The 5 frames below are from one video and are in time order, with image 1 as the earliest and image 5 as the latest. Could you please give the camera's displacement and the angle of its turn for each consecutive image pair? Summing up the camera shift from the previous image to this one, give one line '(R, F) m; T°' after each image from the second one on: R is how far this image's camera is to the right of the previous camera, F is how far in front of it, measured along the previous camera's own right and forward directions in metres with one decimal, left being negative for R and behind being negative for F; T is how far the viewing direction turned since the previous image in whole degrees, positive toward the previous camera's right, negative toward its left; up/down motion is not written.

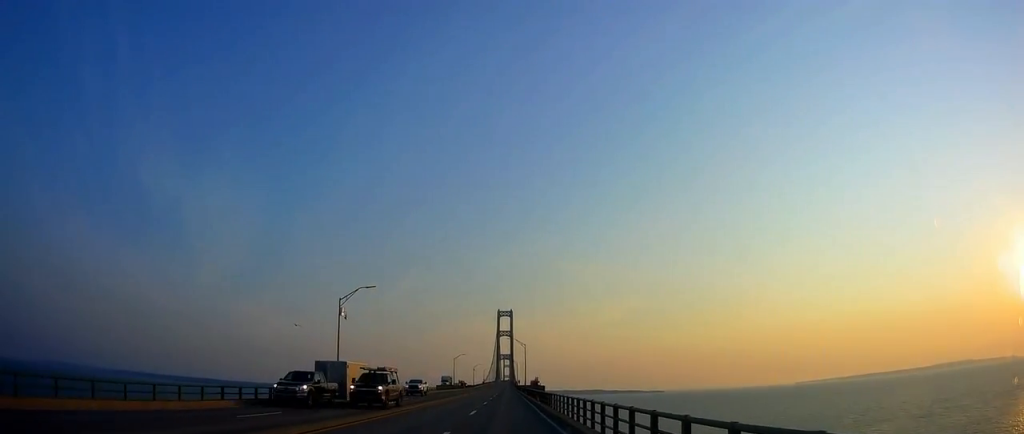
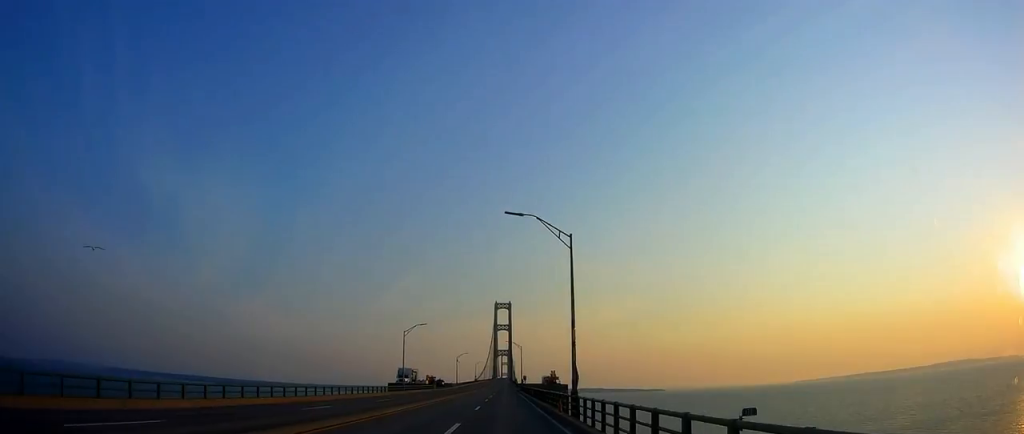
(-1.1, +66.7) m; 0°
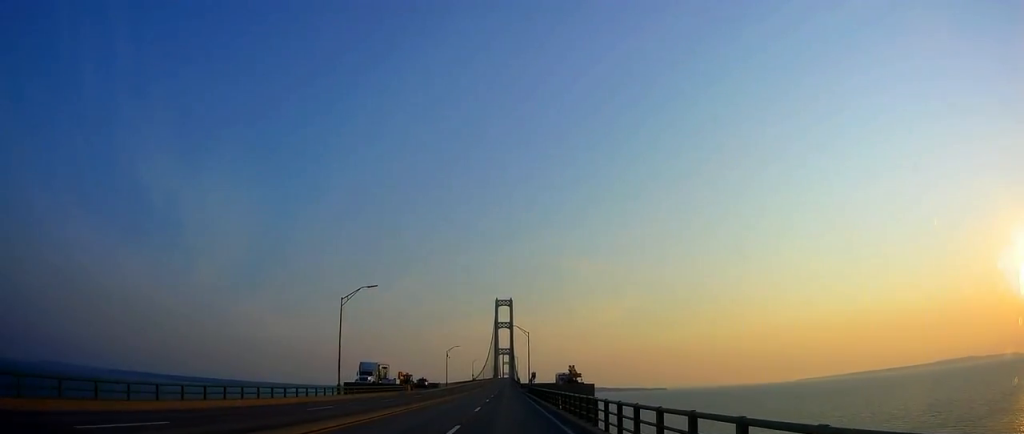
(+0.1, +26.0) m; 0°
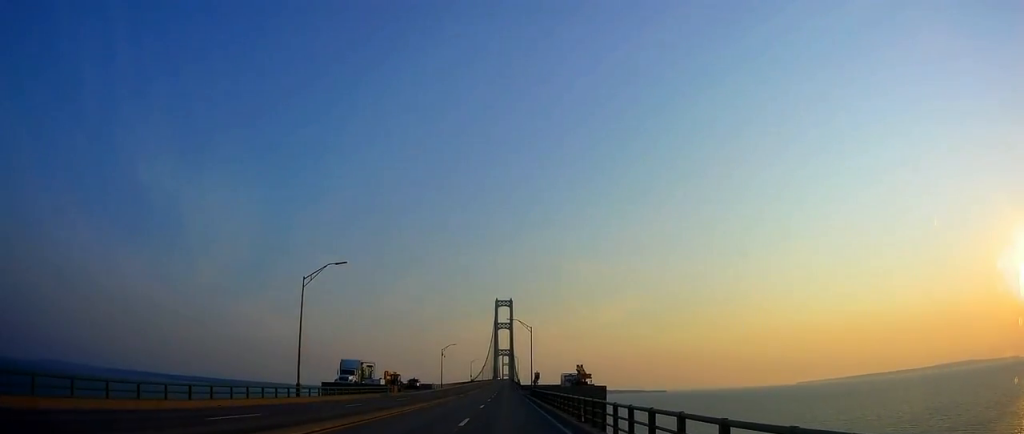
(0.0, +7.6) m; 0°
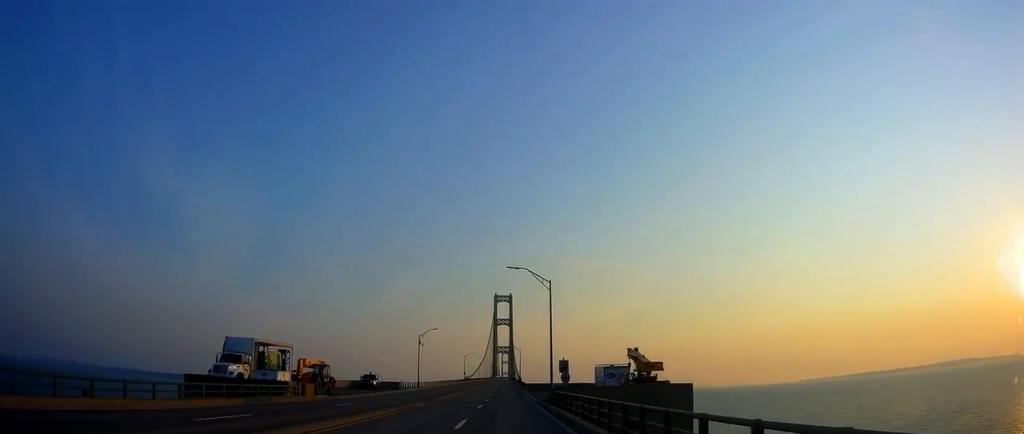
(-0.4, +25.4) m; -1°
